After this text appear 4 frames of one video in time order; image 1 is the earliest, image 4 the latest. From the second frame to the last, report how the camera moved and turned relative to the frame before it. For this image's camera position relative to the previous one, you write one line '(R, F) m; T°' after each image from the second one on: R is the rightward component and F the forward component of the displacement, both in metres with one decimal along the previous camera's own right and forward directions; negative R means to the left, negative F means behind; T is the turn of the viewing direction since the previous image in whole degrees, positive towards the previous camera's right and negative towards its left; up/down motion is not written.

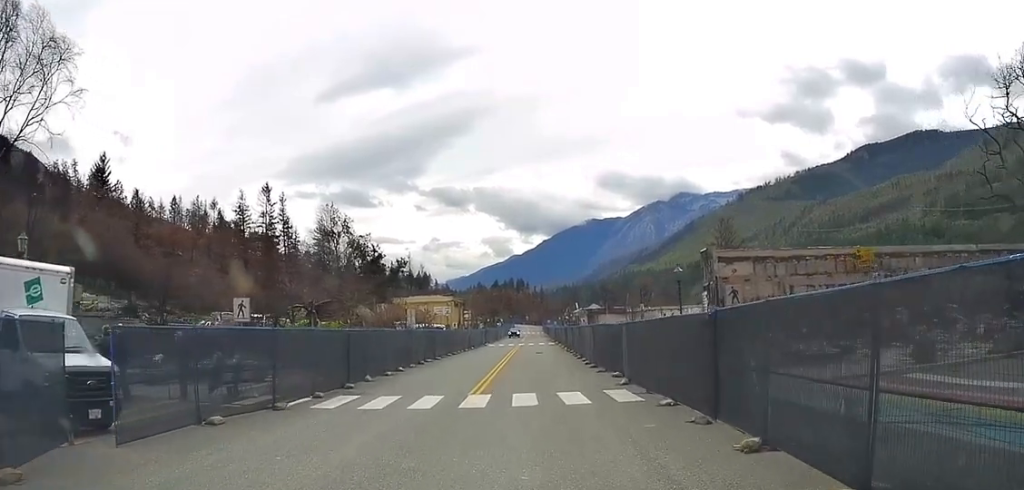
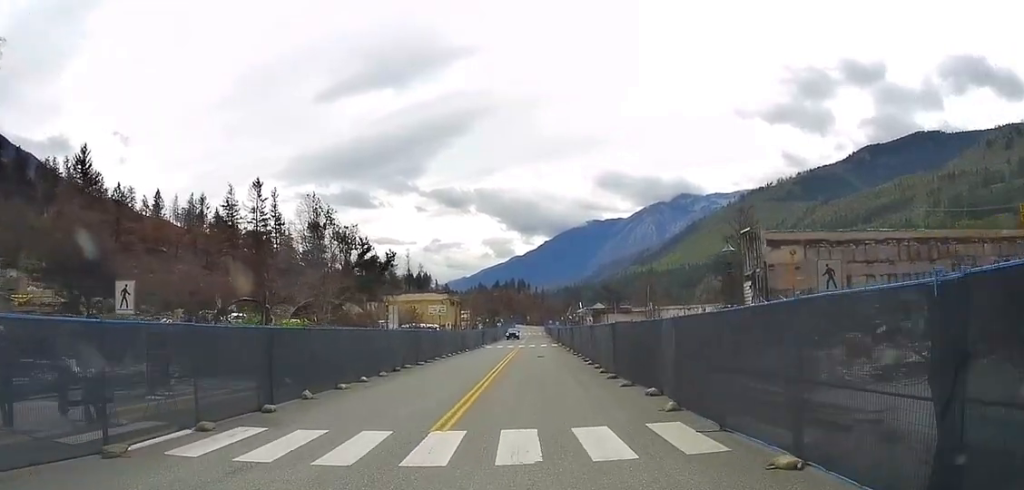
(+0.1, +7.0) m; +1°
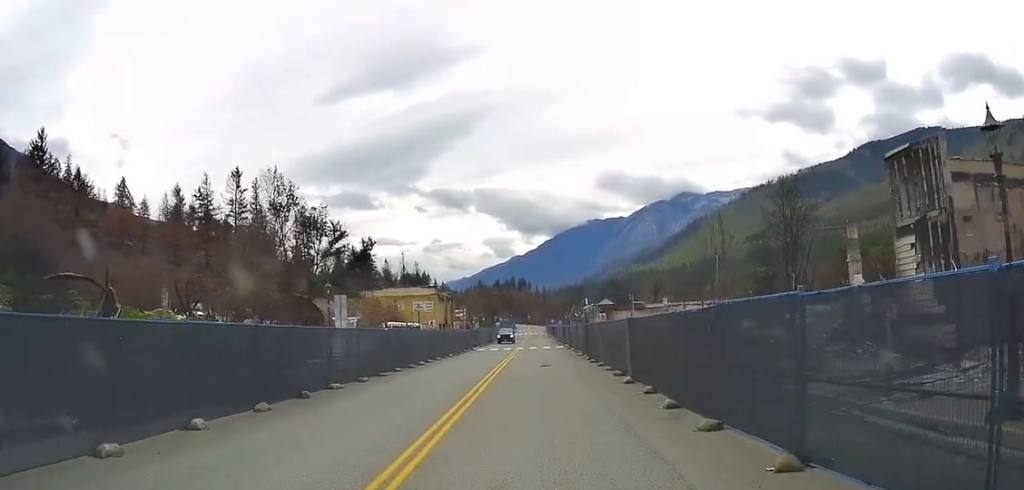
(-0.5, +13.2) m; -1°
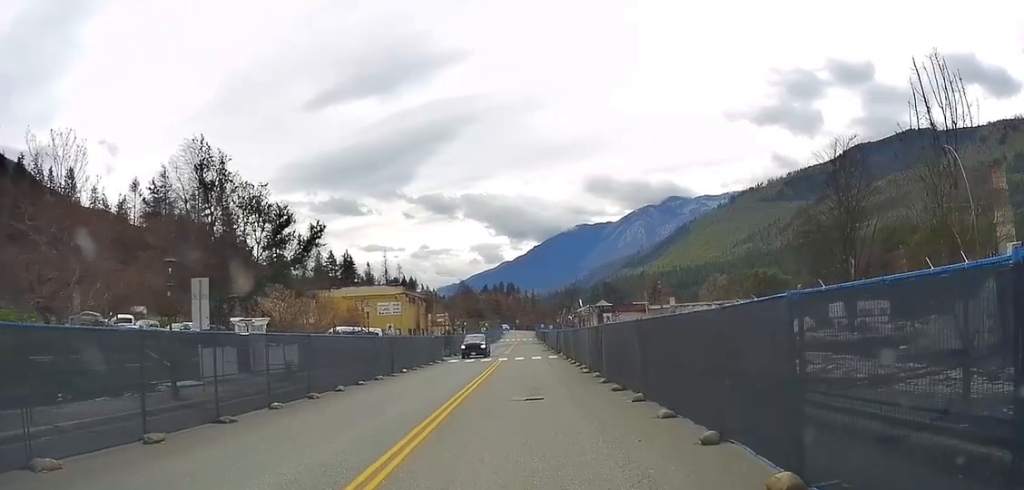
(+0.8, +13.4) m; +1°
